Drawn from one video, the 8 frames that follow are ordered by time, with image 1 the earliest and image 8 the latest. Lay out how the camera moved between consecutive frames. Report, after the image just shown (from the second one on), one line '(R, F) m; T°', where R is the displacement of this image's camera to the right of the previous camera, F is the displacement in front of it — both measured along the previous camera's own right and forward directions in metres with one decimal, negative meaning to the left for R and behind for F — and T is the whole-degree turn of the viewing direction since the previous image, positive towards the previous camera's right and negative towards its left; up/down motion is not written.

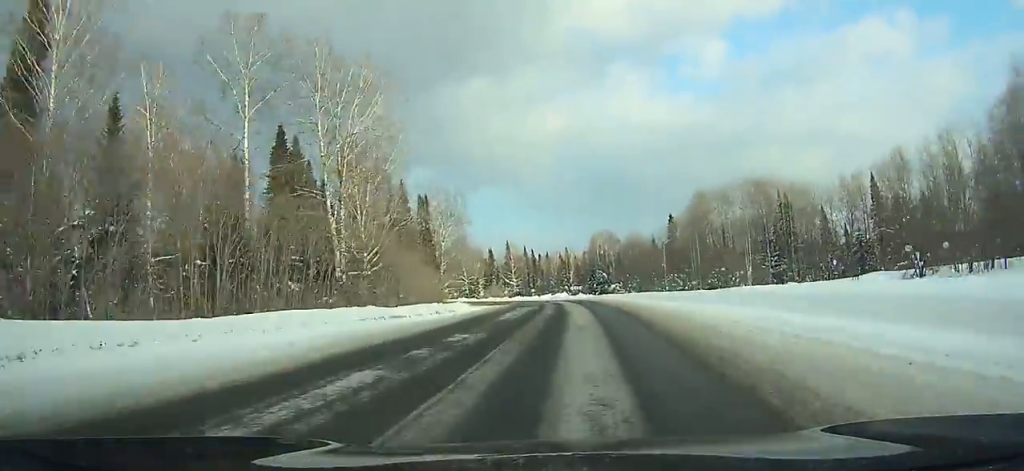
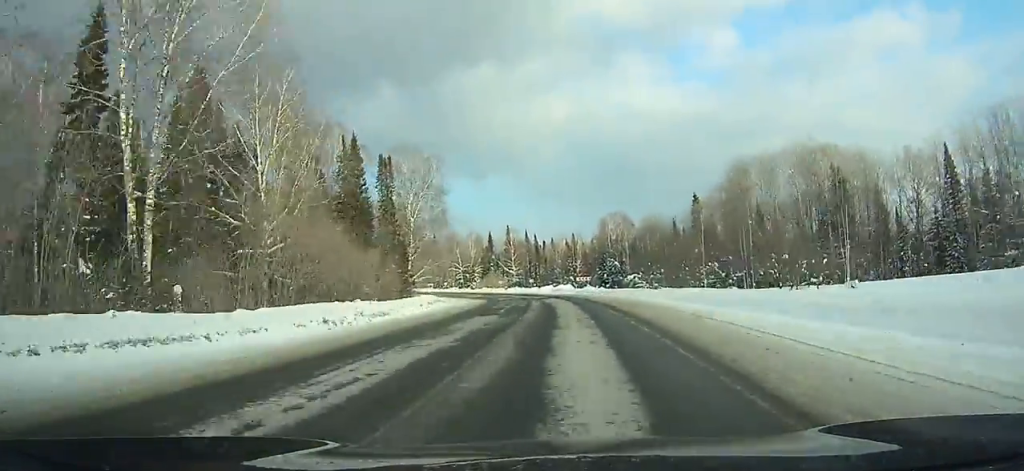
(-0.5, +24.3) m; -2°
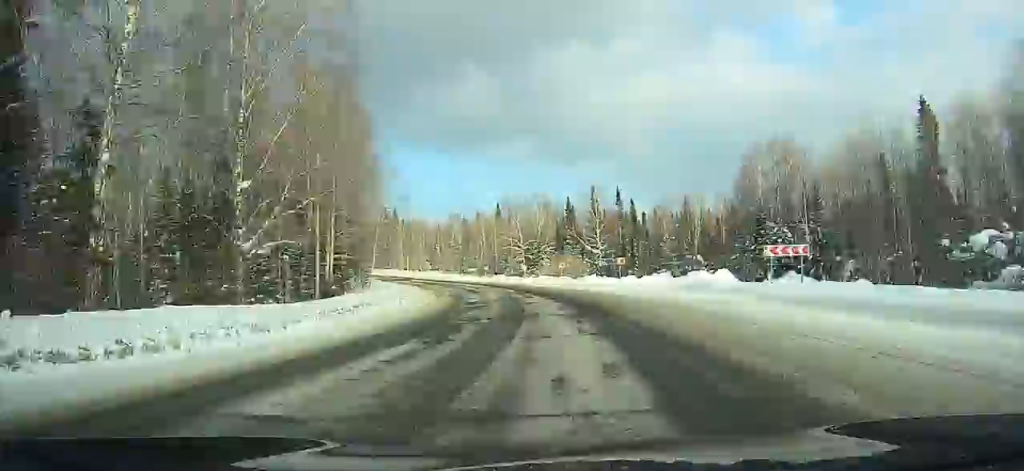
(-4.2, +68.5) m; -10°
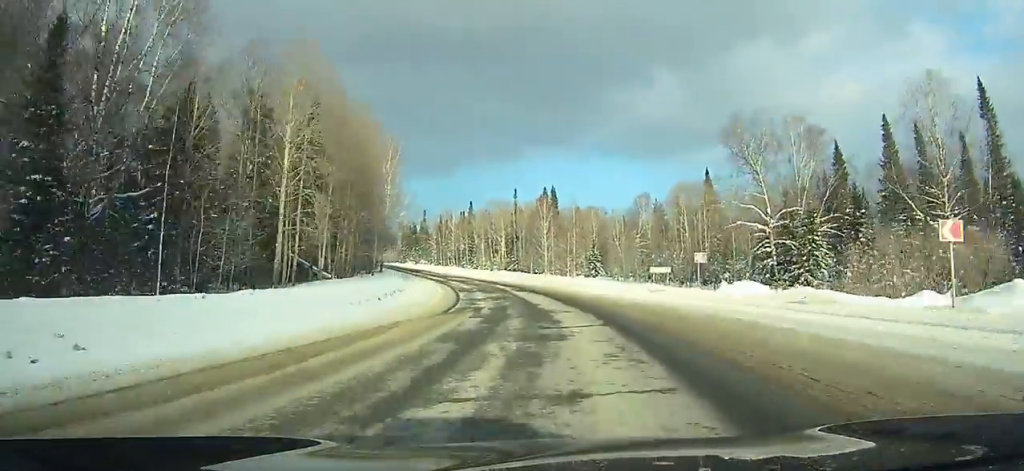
(-9.7, +74.7) m; -16°
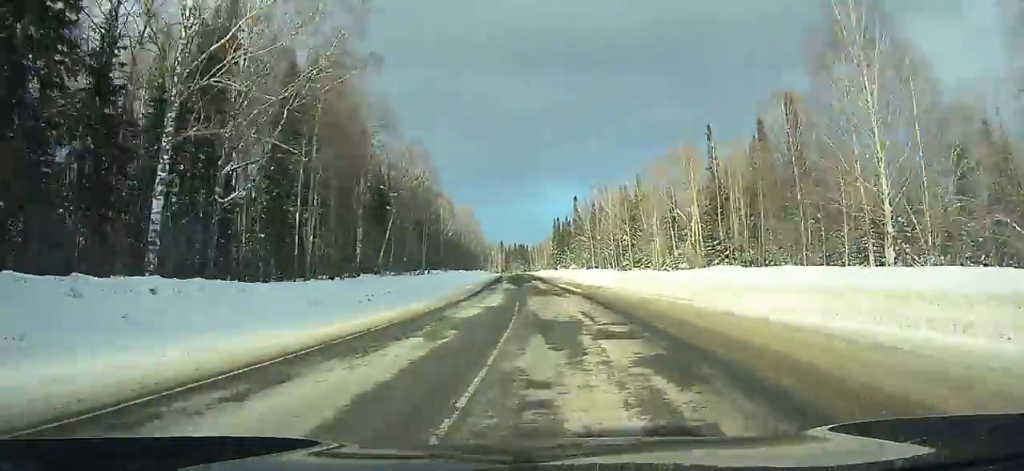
(-8.3, +77.6) m; -10°
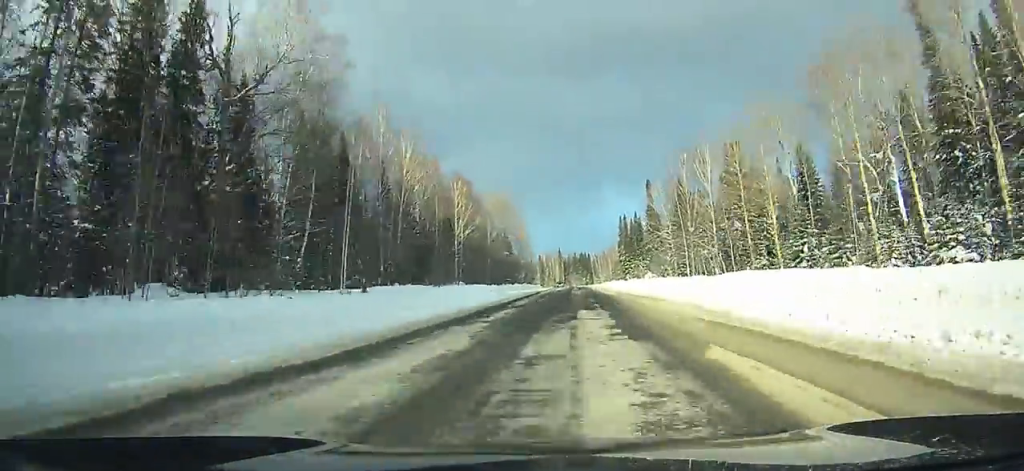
(+1.7, +48.1) m; -12°
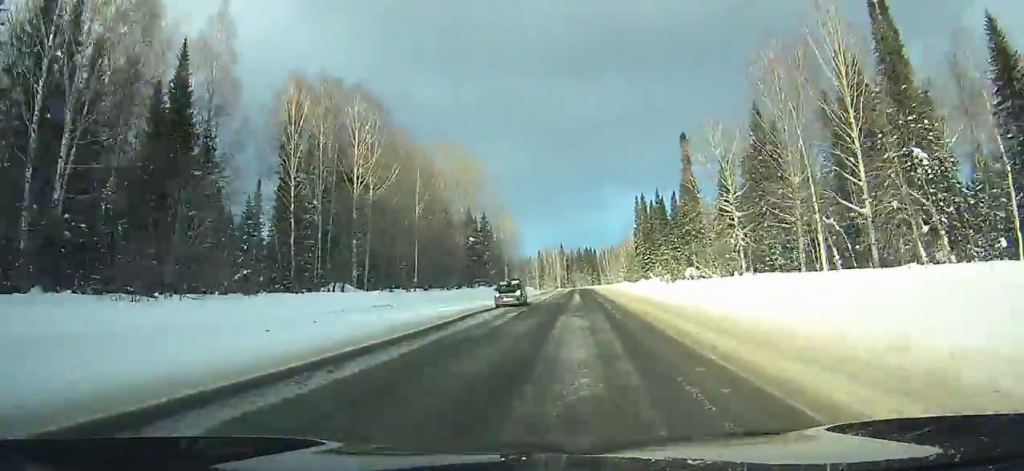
(-11.7, +49.4) m; -7°
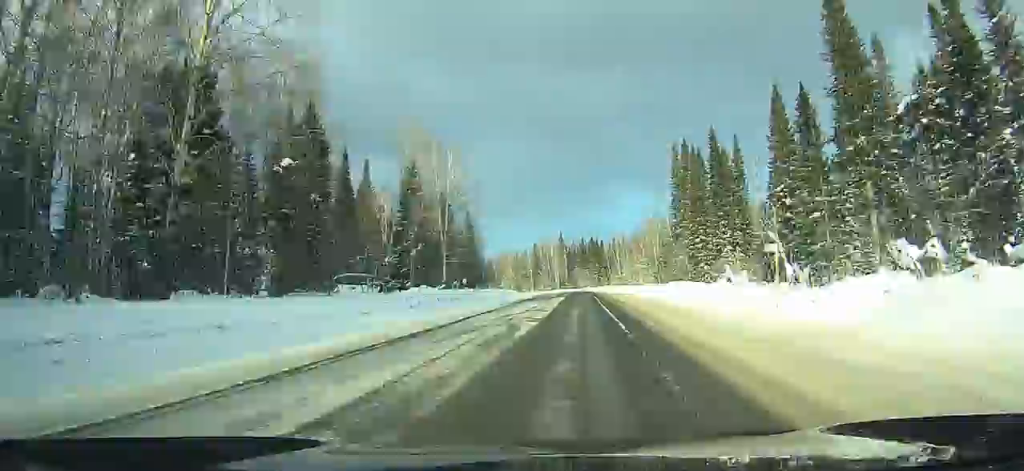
(+1.9, +63.0) m; +3°
